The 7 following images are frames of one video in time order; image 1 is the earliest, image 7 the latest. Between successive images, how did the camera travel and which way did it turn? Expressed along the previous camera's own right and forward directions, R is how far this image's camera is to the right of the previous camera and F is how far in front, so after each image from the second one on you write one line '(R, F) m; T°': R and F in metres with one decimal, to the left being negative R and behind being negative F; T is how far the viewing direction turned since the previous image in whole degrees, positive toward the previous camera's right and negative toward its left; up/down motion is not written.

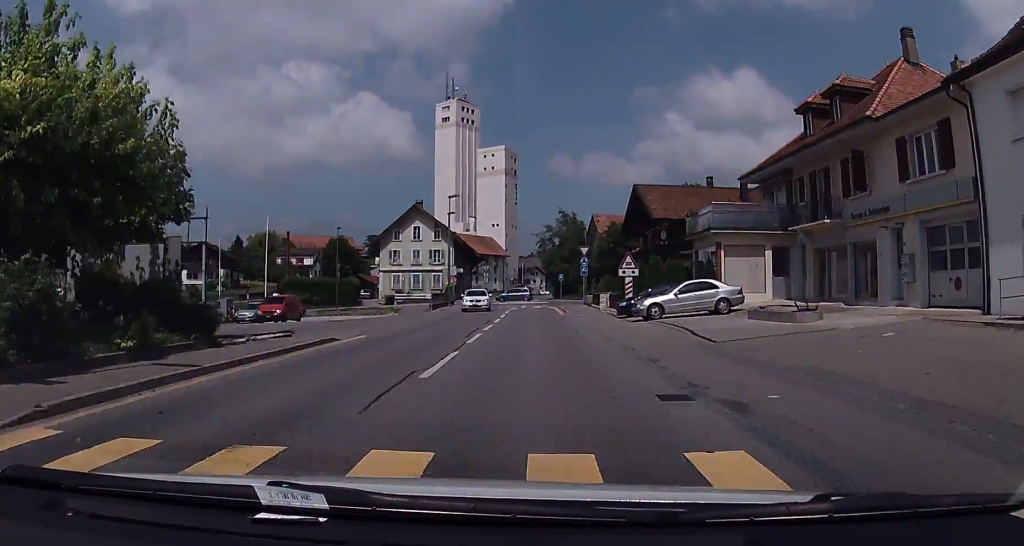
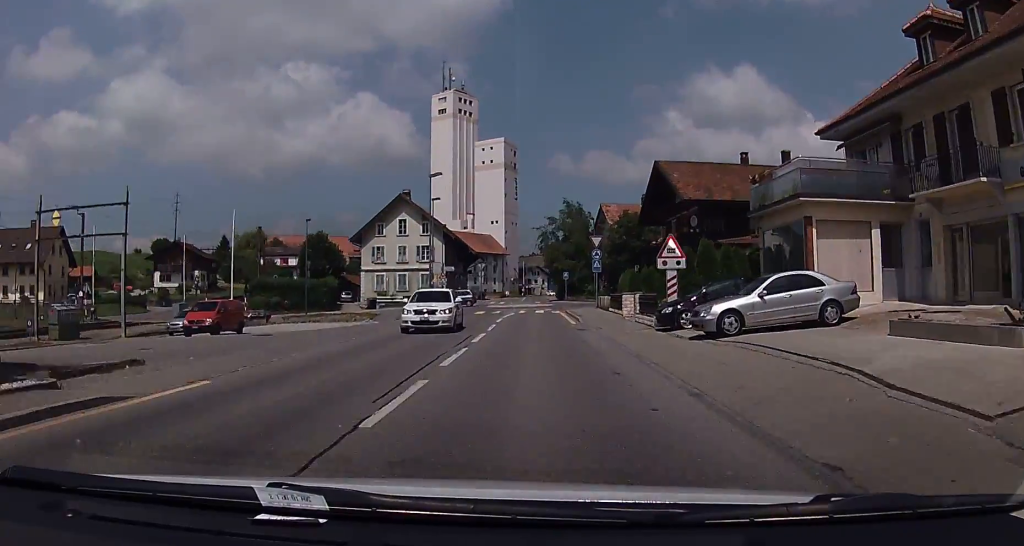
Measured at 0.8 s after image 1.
(0.0, +9.9) m; 0°
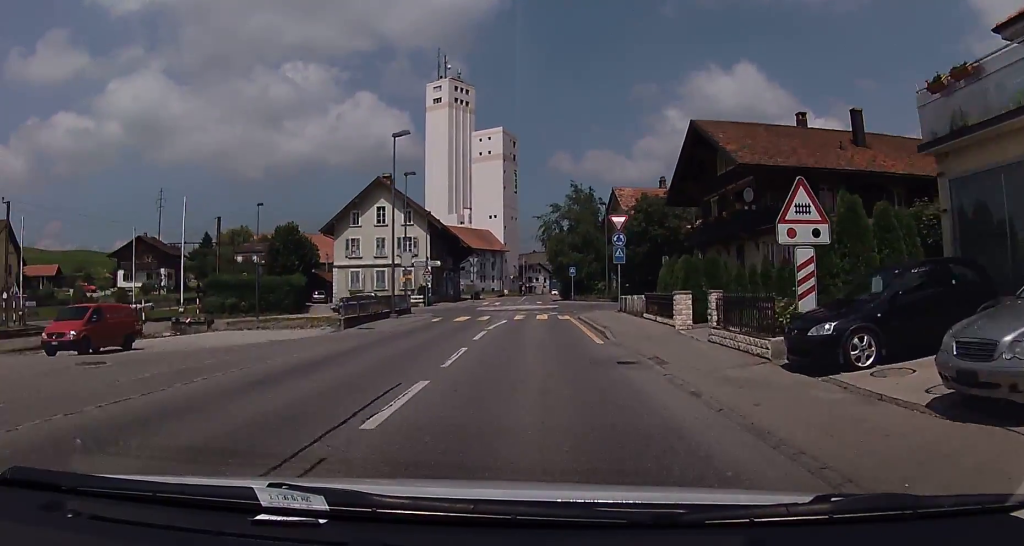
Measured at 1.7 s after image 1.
(-0.1, +11.2) m; -1°
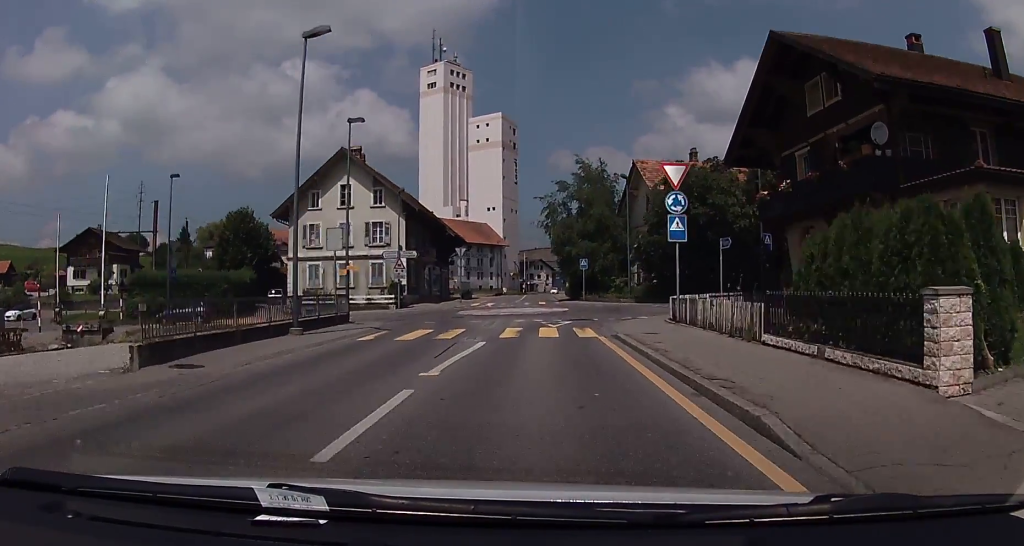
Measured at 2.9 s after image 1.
(-0.1, +13.1) m; 0°
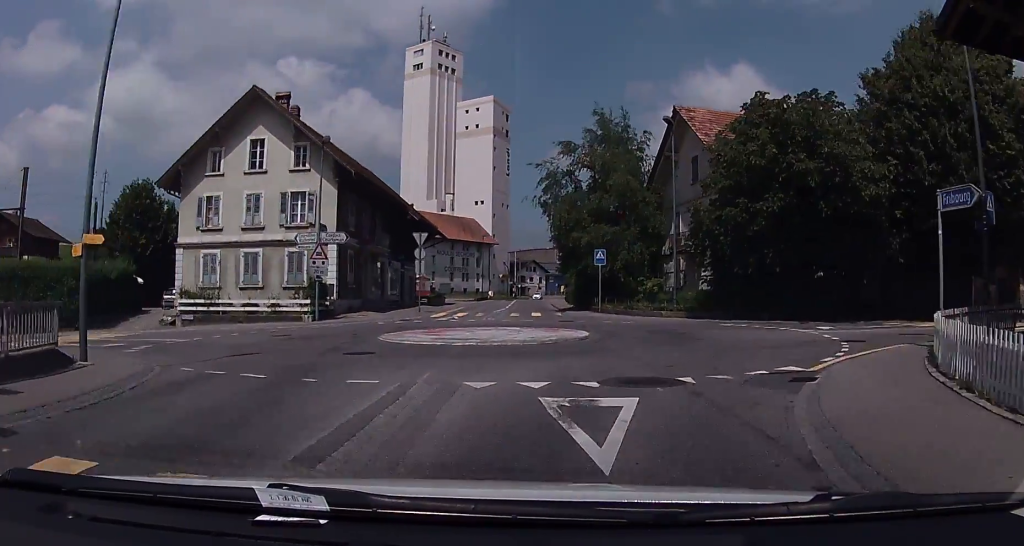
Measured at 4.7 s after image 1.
(+0.3, +17.0) m; +3°
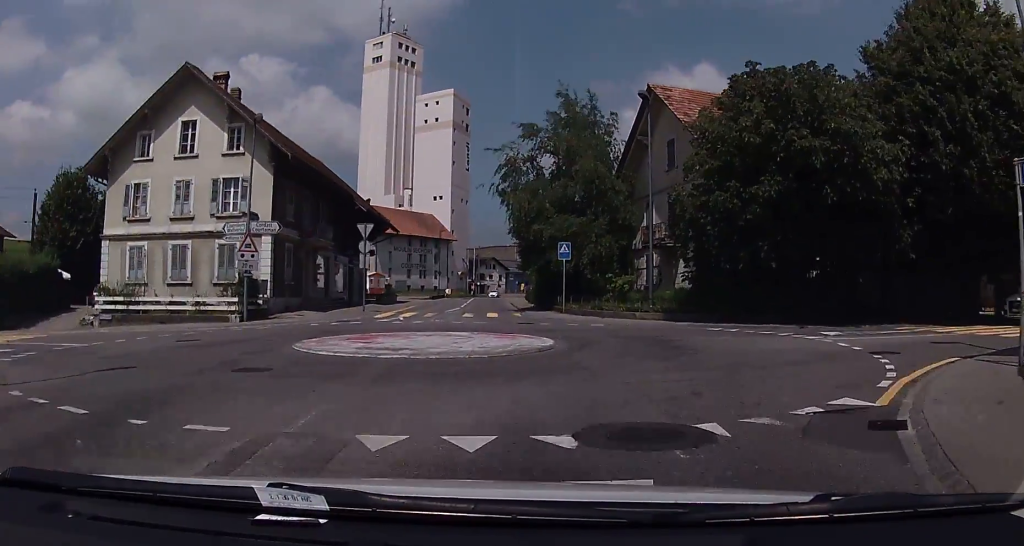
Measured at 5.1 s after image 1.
(-0.1, +3.7) m; +2°
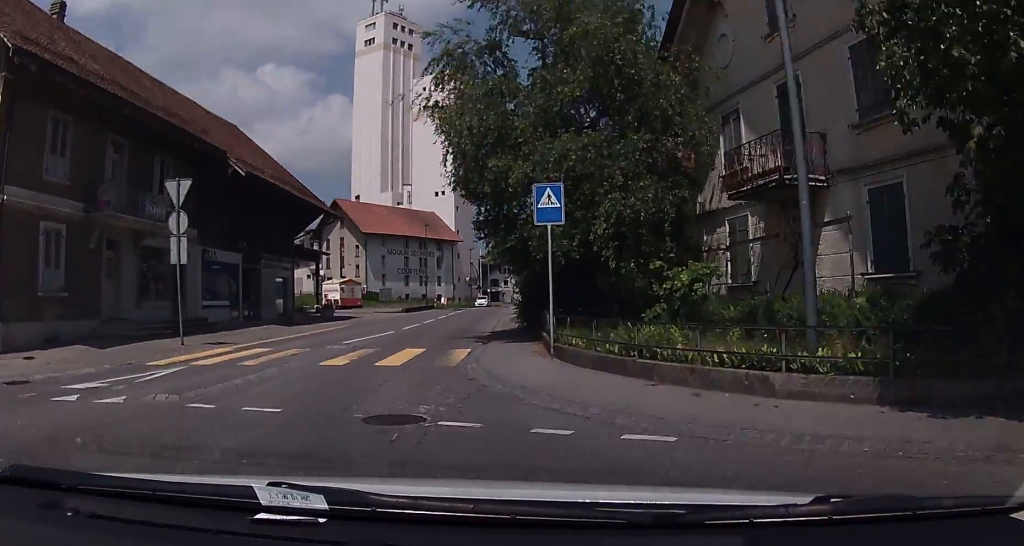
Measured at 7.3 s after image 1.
(+1.3, +17.4) m; -5°
